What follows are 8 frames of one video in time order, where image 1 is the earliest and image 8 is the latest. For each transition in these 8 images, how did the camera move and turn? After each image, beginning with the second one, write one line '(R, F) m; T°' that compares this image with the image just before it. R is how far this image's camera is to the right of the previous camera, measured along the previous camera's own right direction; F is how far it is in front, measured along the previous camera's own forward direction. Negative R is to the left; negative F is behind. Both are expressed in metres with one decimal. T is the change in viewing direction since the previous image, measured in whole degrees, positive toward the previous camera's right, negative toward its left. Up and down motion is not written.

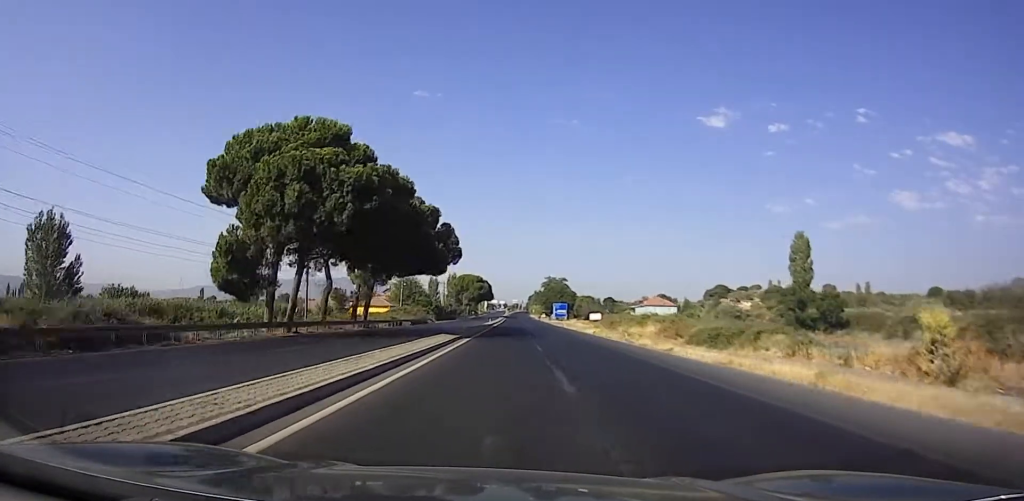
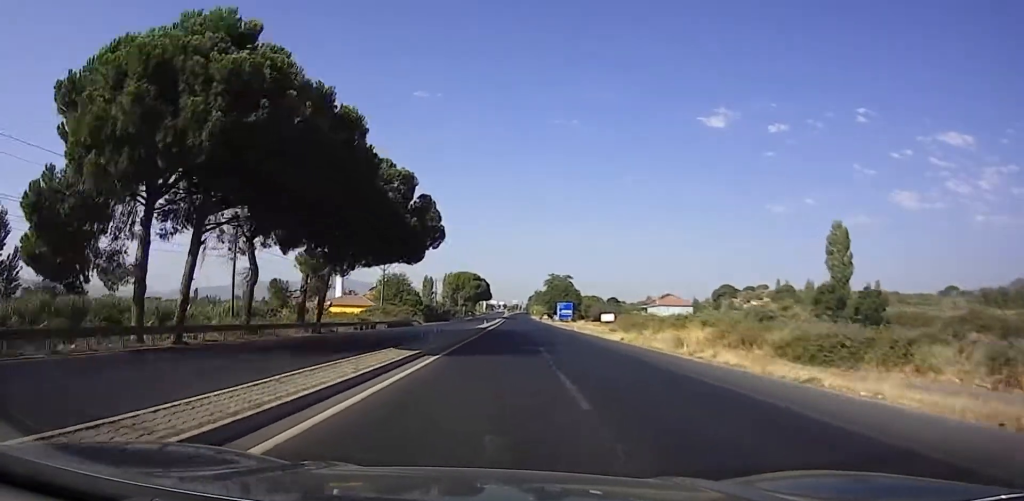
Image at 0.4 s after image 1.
(-0.6, +13.4) m; +1°
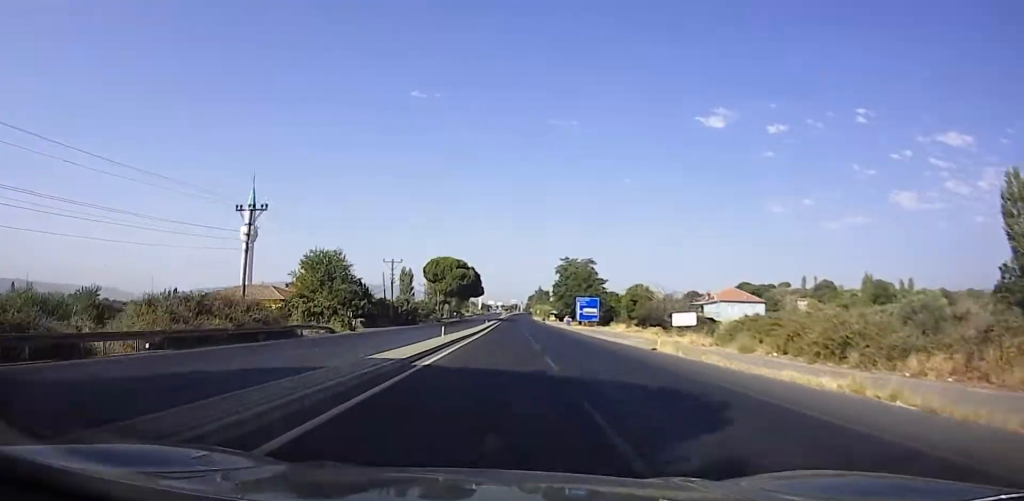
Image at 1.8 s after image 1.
(+1.5, +41.5) m; +1°
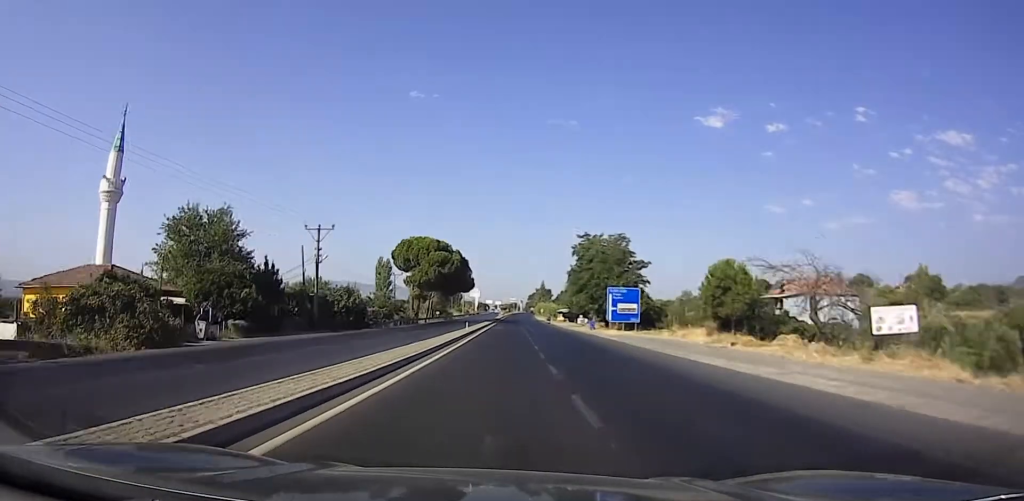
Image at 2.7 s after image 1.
(-1.2, +30.3) m; -2°
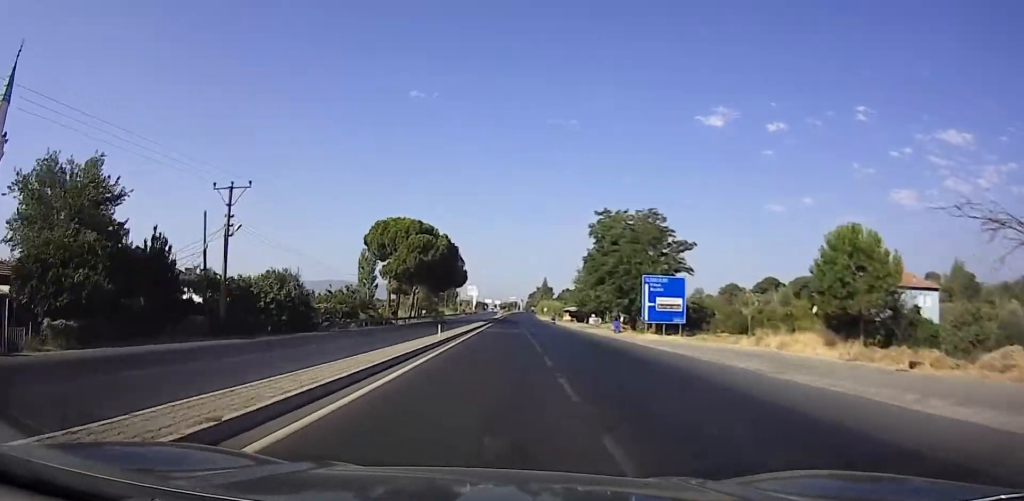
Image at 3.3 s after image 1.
(-0.1, +16.9) m; +1°
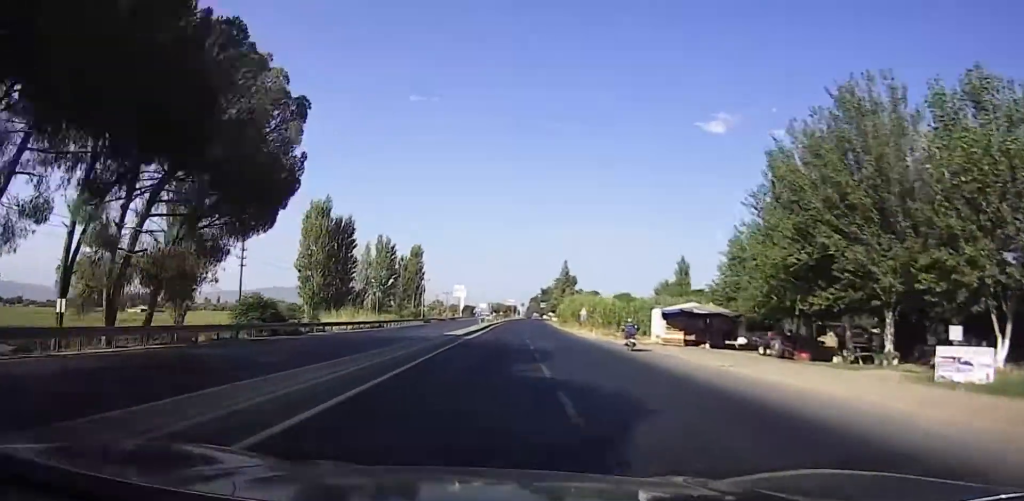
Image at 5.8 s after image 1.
(+1.1, +84.0) m; 0°
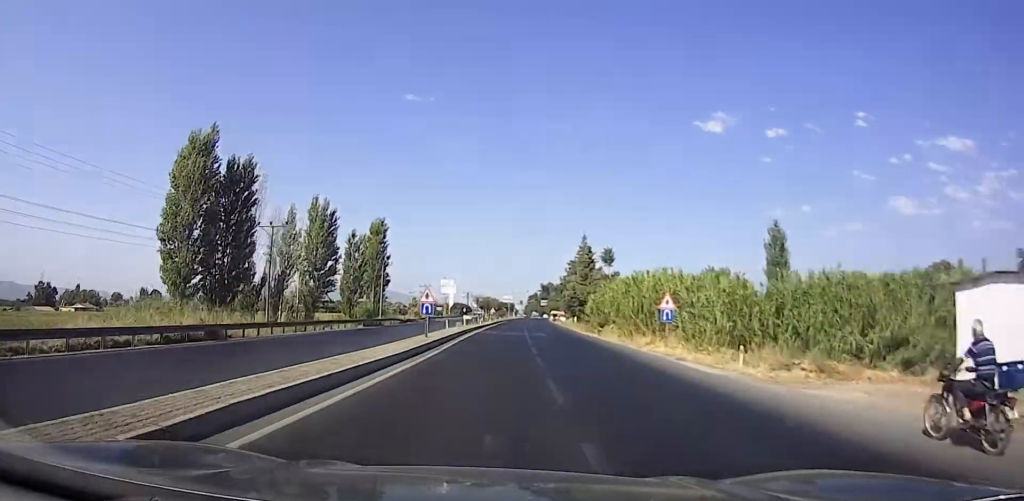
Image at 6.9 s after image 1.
(+0.1, +39.1) m; +1°
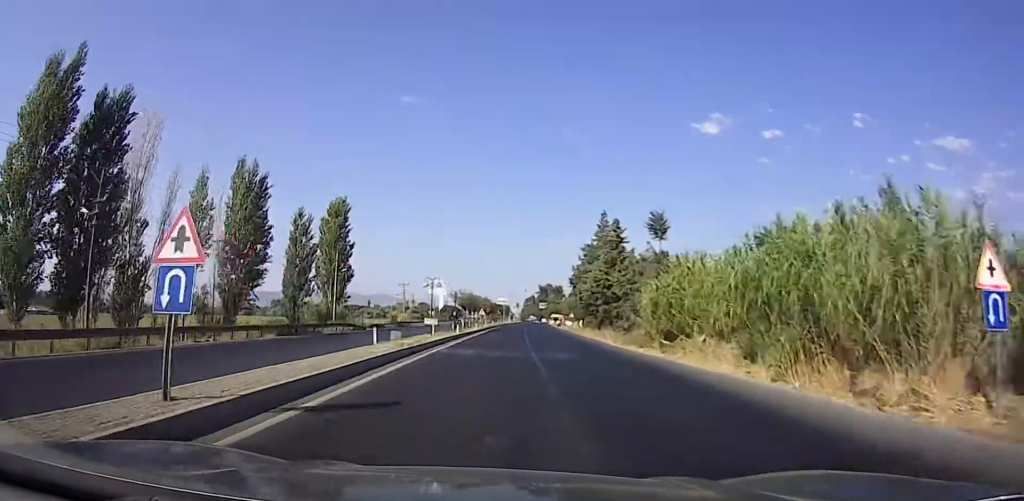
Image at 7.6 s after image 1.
(+0.1, +21.9) m; 0°
